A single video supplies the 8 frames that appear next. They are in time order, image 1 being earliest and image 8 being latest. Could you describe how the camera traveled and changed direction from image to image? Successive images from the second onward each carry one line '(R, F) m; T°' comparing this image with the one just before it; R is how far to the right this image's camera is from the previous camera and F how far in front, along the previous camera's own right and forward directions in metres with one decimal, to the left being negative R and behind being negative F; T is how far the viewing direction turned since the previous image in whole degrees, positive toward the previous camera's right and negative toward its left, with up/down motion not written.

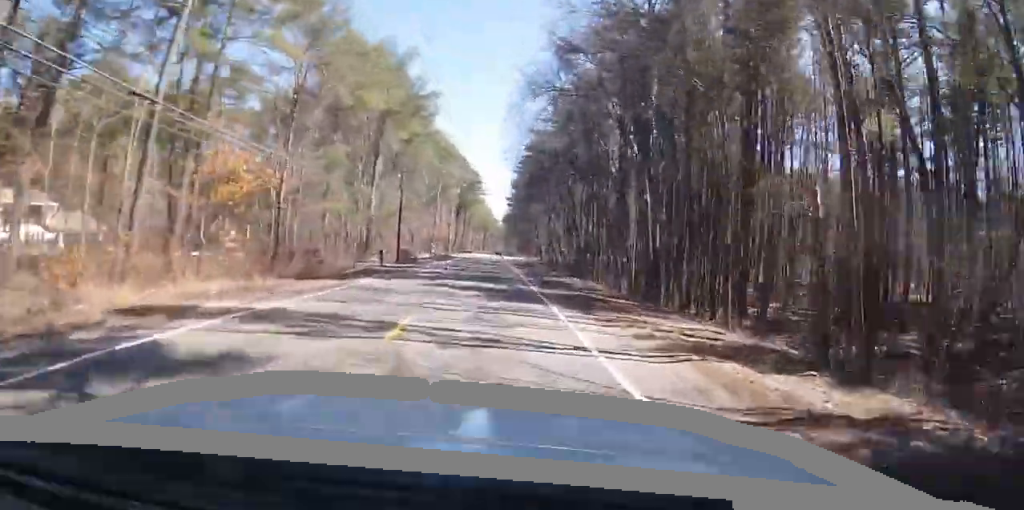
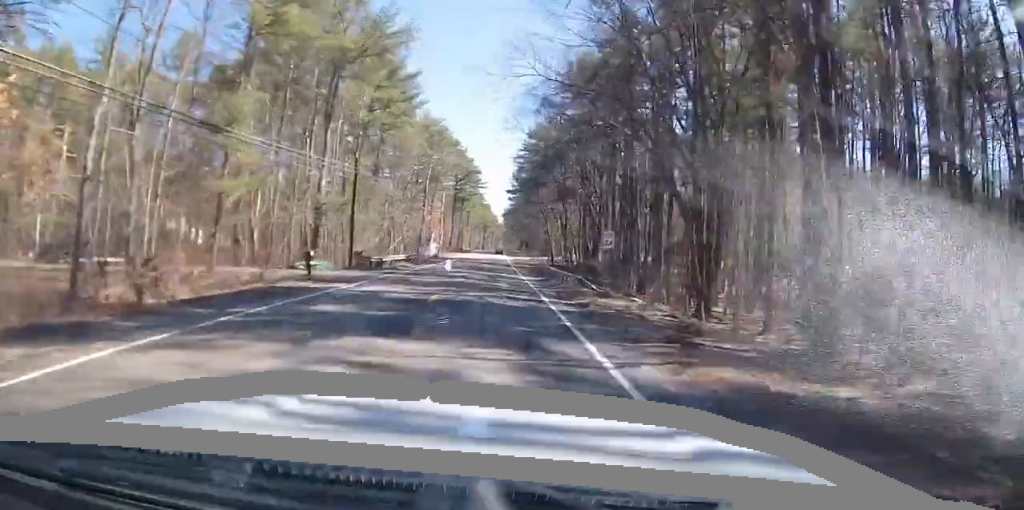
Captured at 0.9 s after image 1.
(-0.4, +18.3) m; -1°
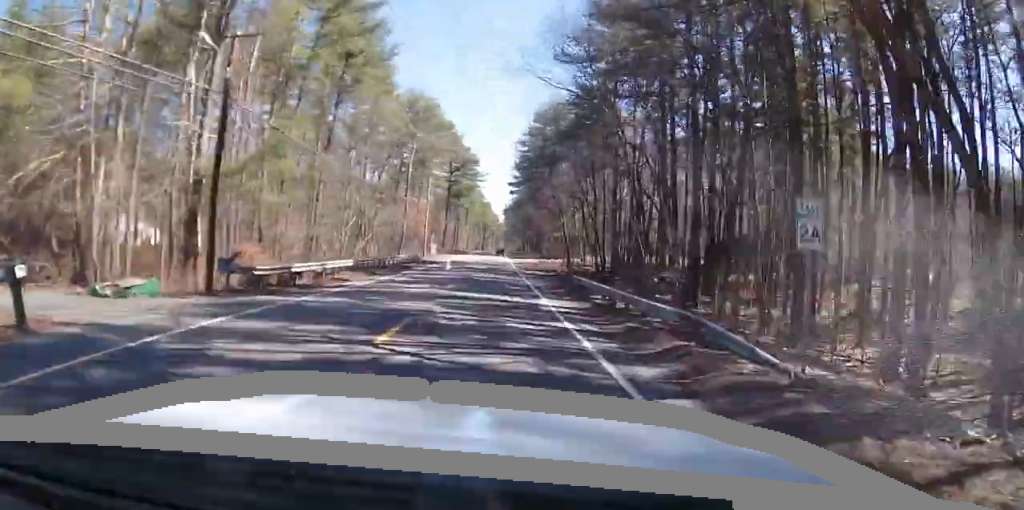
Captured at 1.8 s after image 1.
(0.0, +18.8) m; +1°
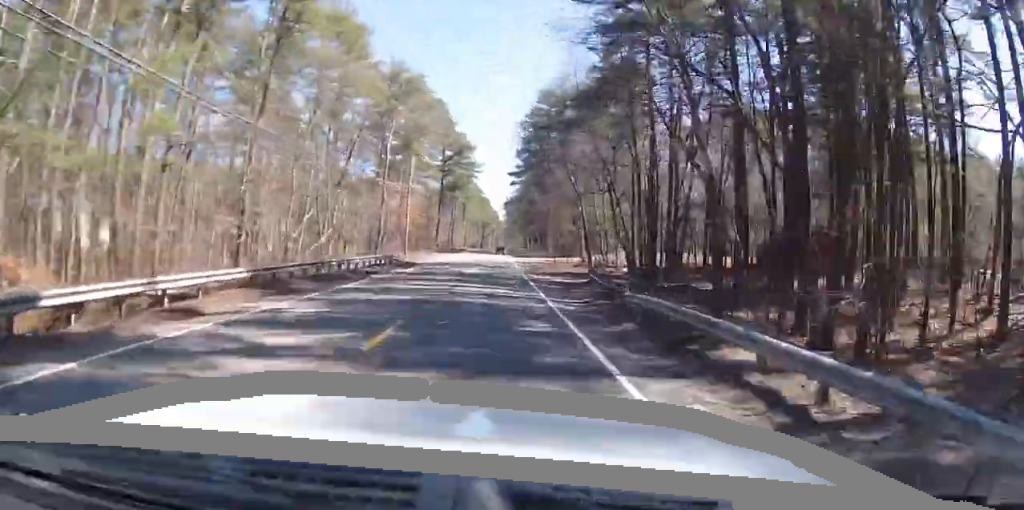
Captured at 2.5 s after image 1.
(+0.2, +14.1) m; 0°
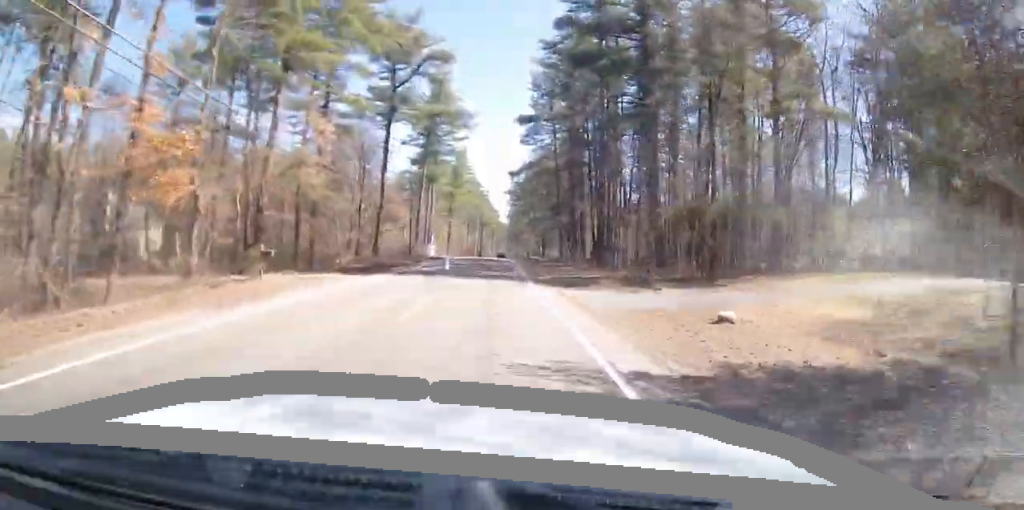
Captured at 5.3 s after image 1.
(-1.6, +56.3) m; -3°
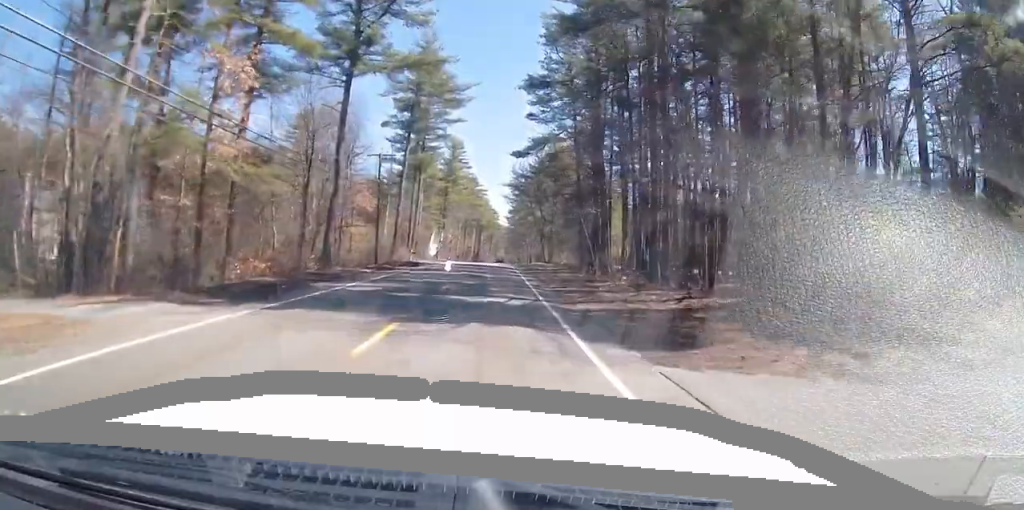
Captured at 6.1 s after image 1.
(-0.3, +16.3) m; -1°
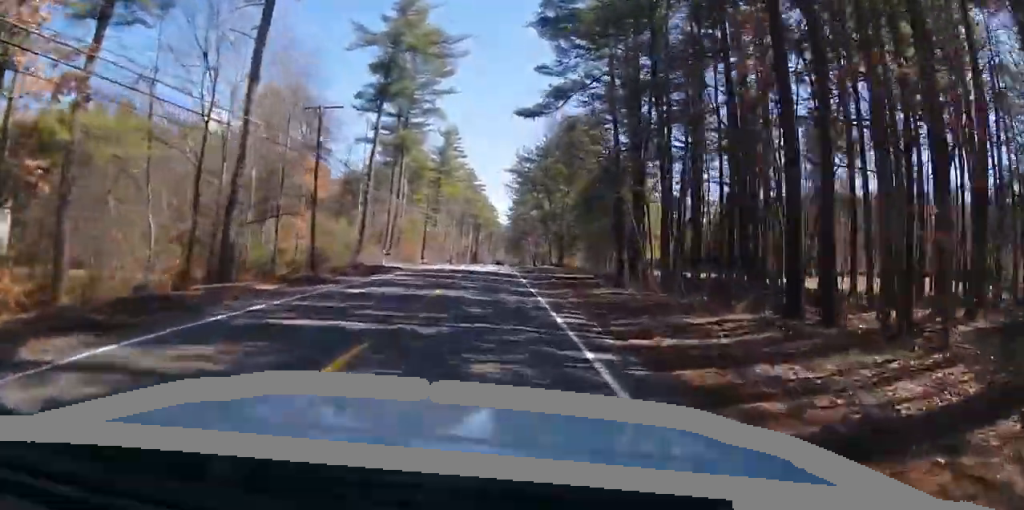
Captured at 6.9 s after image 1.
(0.0, +15.5) m; 0°
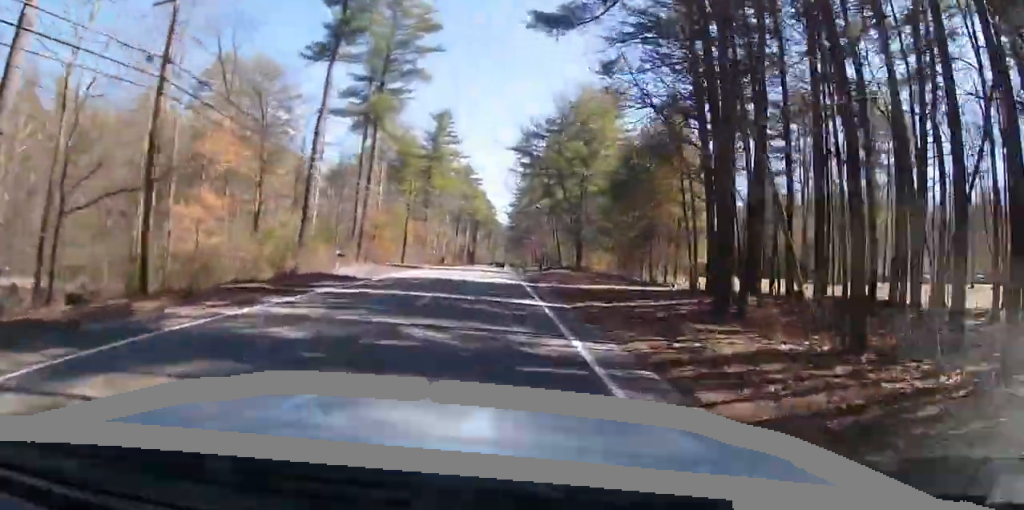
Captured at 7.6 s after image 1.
(0.0, +14.9) m; +1°
